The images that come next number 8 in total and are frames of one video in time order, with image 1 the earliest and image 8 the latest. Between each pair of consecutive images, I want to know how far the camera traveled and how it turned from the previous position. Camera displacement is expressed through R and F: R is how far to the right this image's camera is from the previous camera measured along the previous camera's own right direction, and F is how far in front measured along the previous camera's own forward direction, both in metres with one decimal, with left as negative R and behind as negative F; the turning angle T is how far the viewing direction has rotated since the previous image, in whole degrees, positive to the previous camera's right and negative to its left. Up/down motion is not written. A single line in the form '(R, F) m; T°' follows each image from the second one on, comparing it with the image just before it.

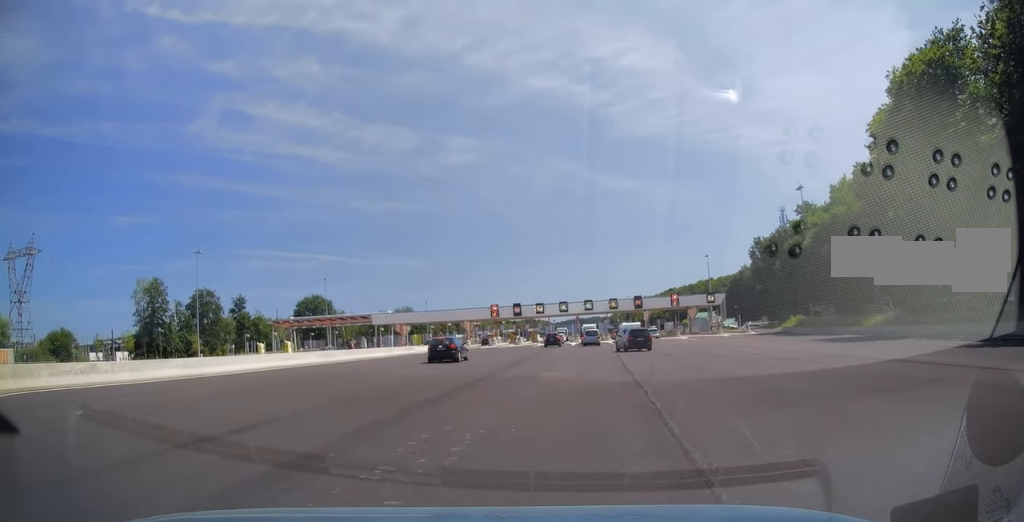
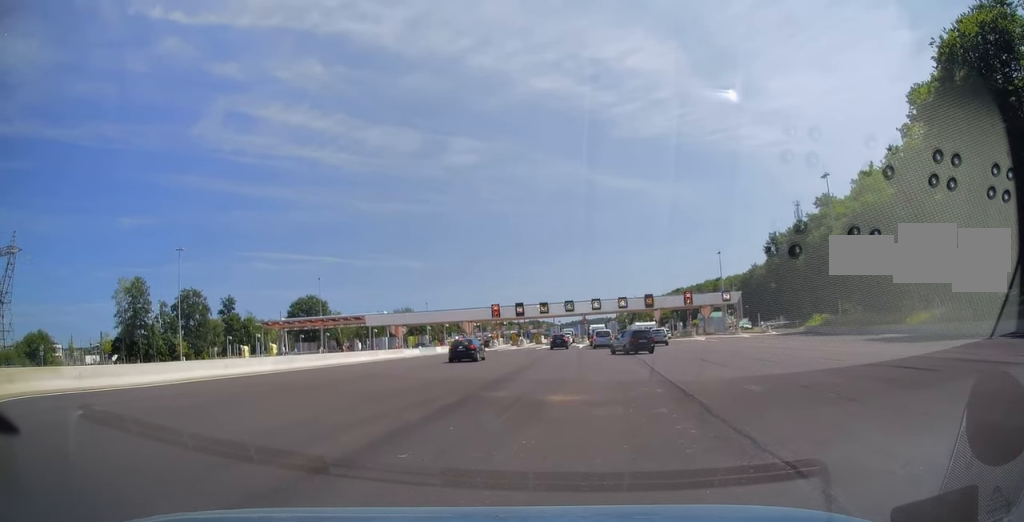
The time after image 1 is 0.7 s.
(0.0, +8.3) m; 0°
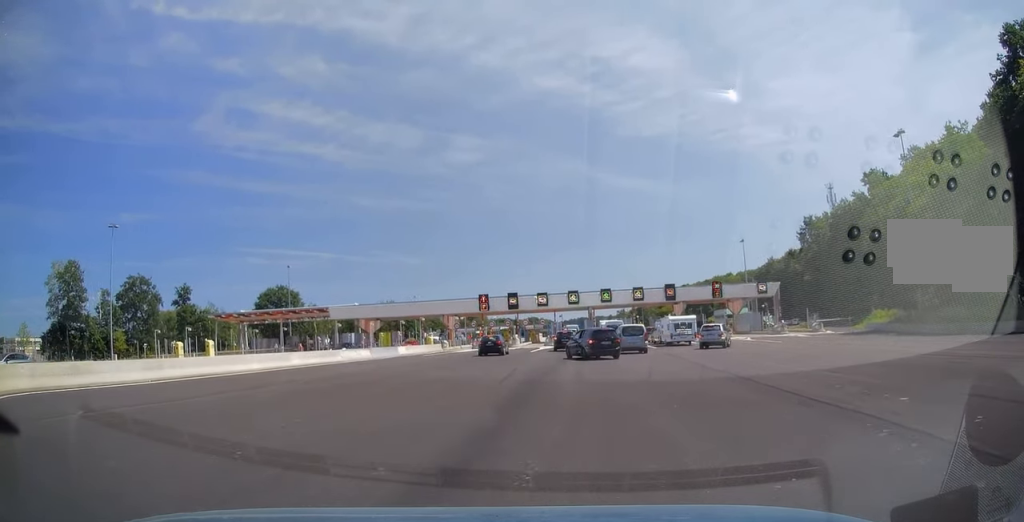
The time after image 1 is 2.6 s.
(-0.1, +23.0) m; +1°
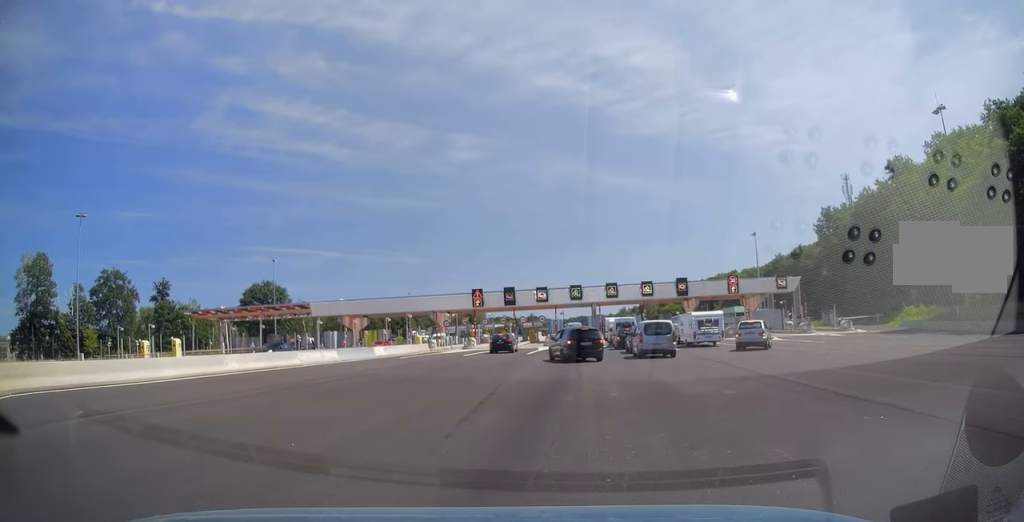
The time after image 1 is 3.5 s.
(+0.3, +11.5) m; 0°
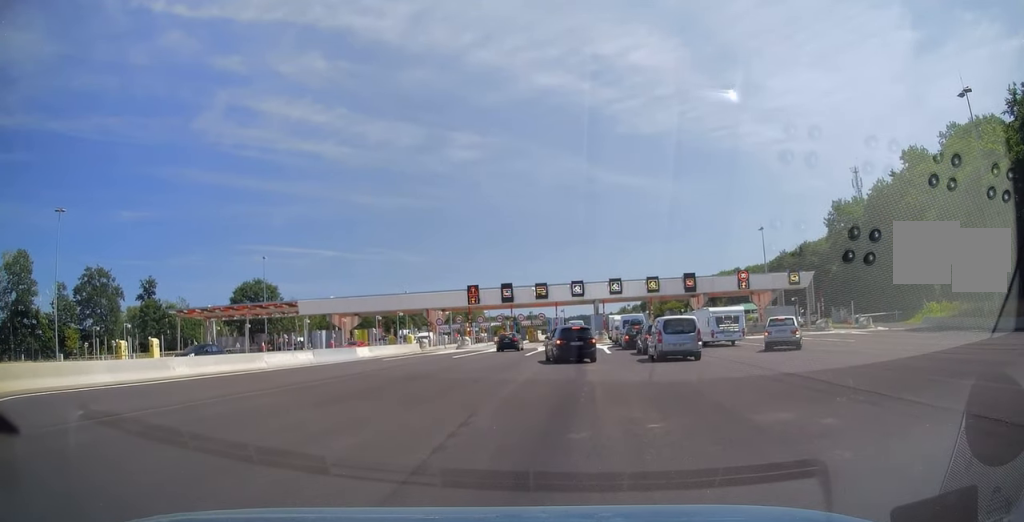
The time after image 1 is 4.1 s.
(-0.2, +8.2) m; -1°
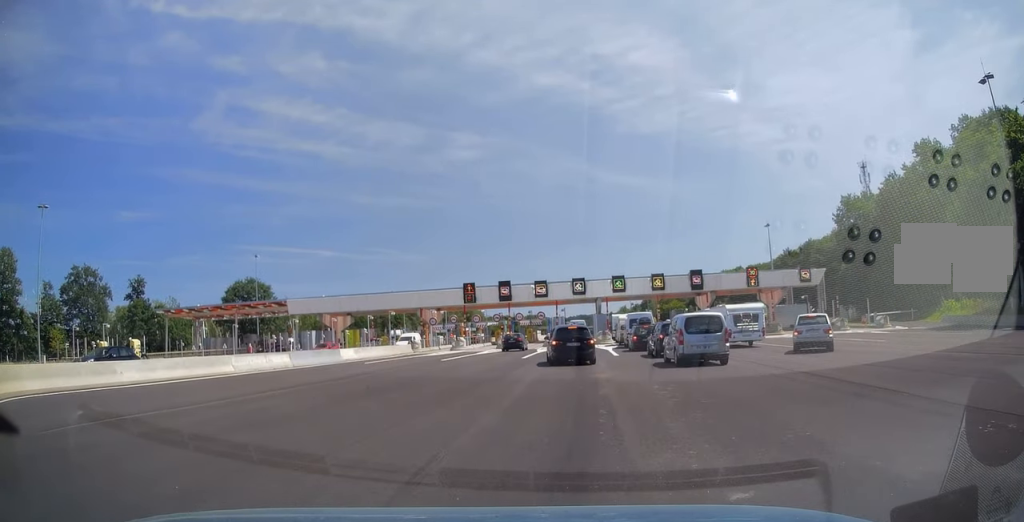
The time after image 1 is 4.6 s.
(-0.1, +7.3) m; -1°
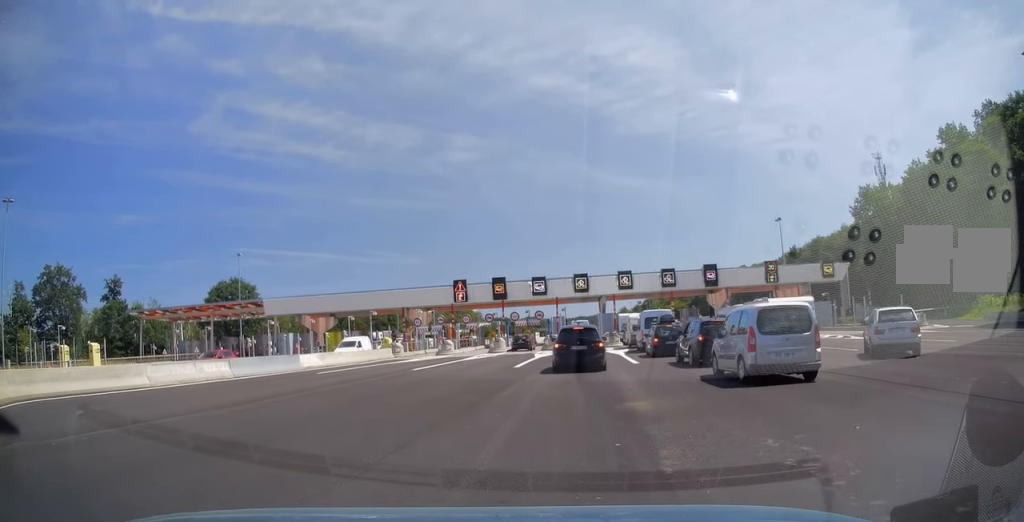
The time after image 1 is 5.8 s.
(0.0, +18.4) m; 0°
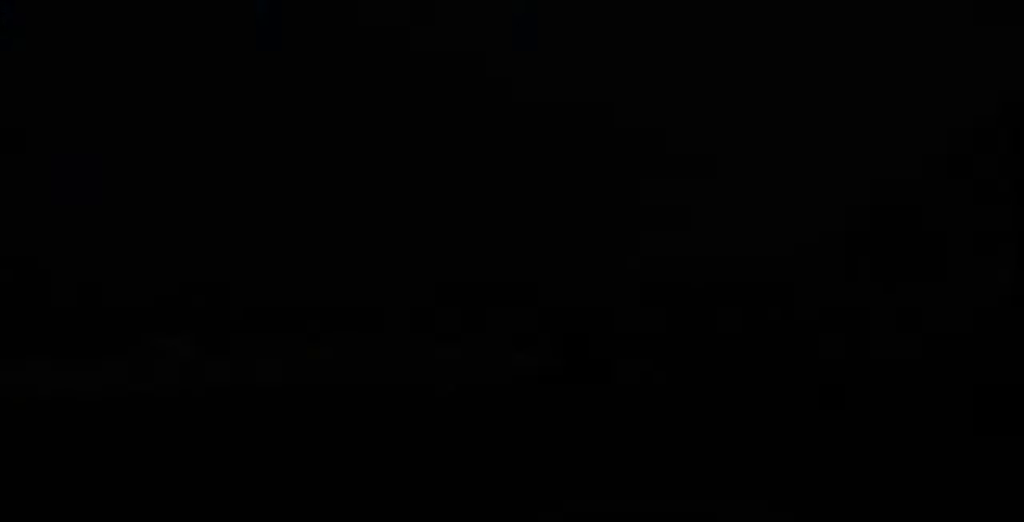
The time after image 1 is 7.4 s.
(0.0, +17.0) m; 0°
